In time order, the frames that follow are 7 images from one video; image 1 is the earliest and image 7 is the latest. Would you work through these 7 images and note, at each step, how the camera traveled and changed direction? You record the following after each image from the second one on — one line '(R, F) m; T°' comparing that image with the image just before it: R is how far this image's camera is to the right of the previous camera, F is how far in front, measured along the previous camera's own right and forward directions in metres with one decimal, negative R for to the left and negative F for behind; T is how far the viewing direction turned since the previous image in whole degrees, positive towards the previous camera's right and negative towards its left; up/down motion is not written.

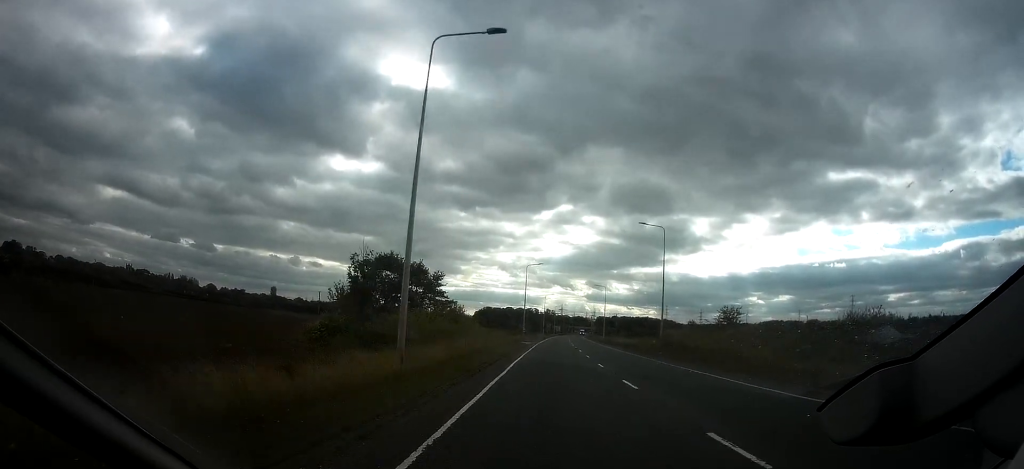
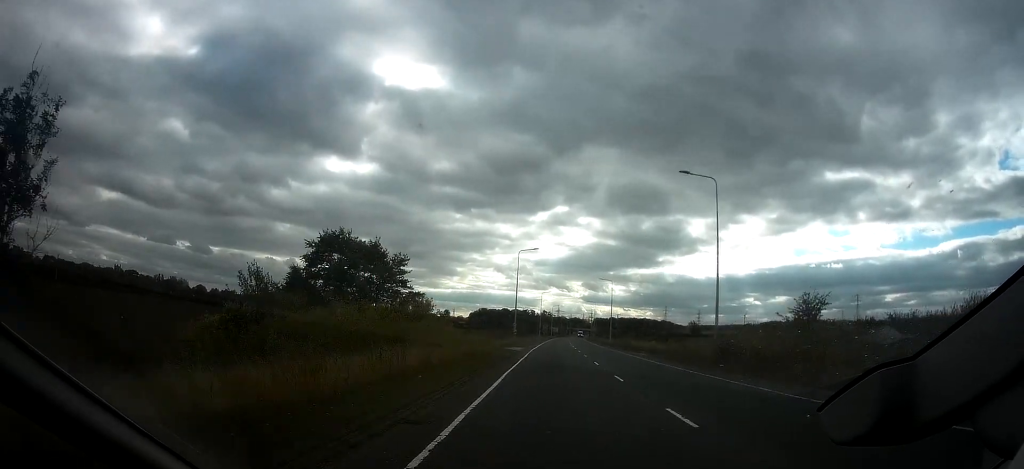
(-0.2, +15.1) m; 0°
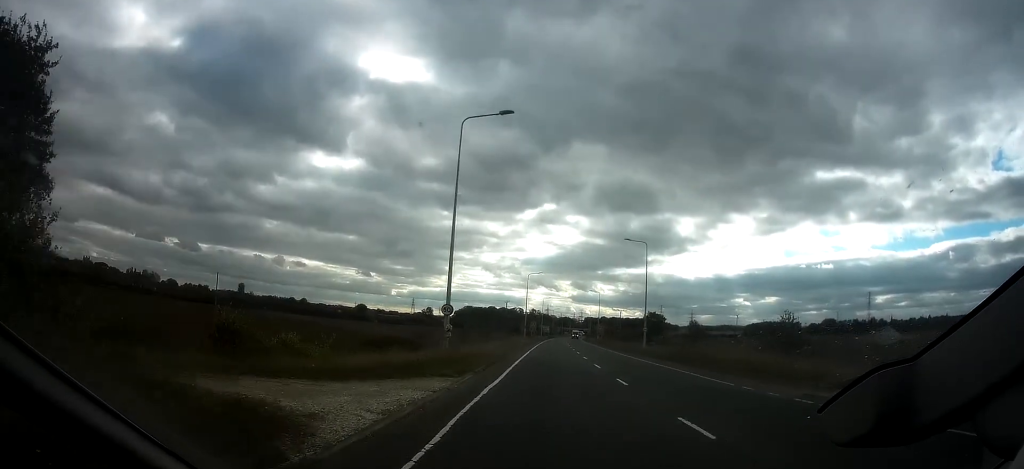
(+0.4, +37.5) m; +1°
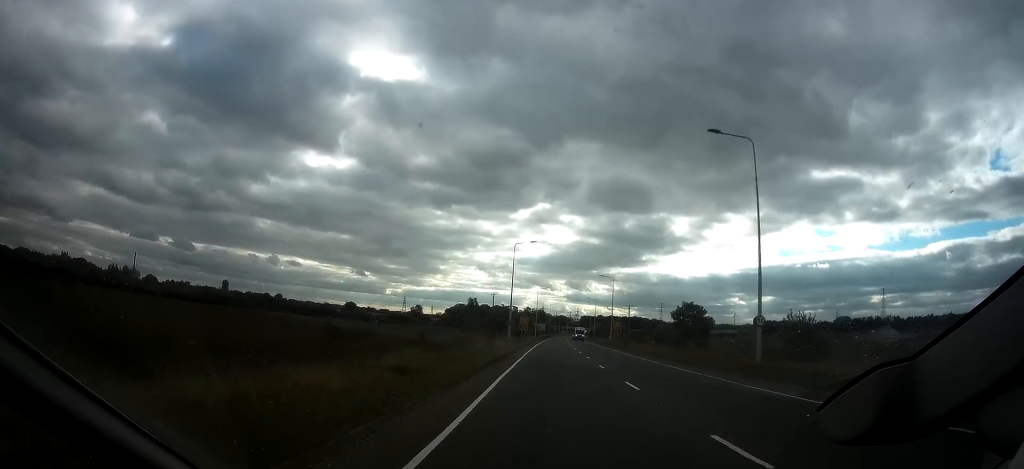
(-0.2, +28.7) m; 0°
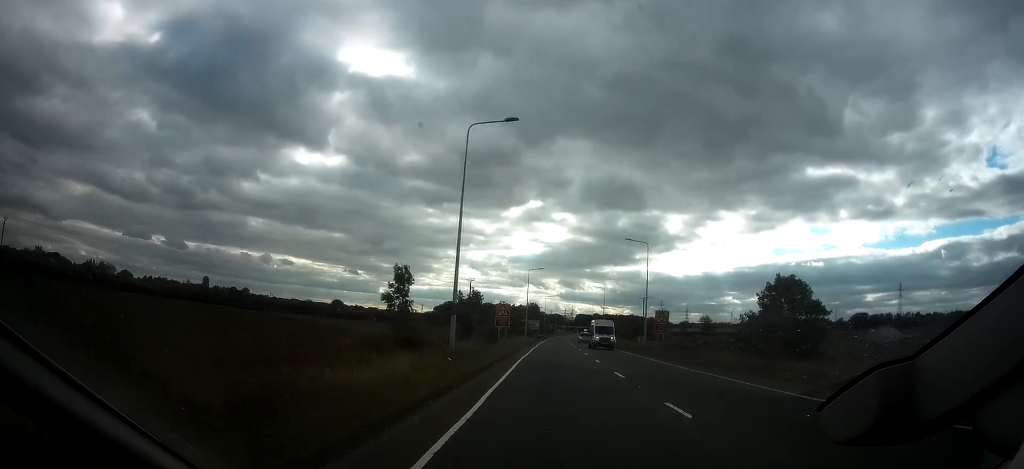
(+0.4, +32.2) m; +1°
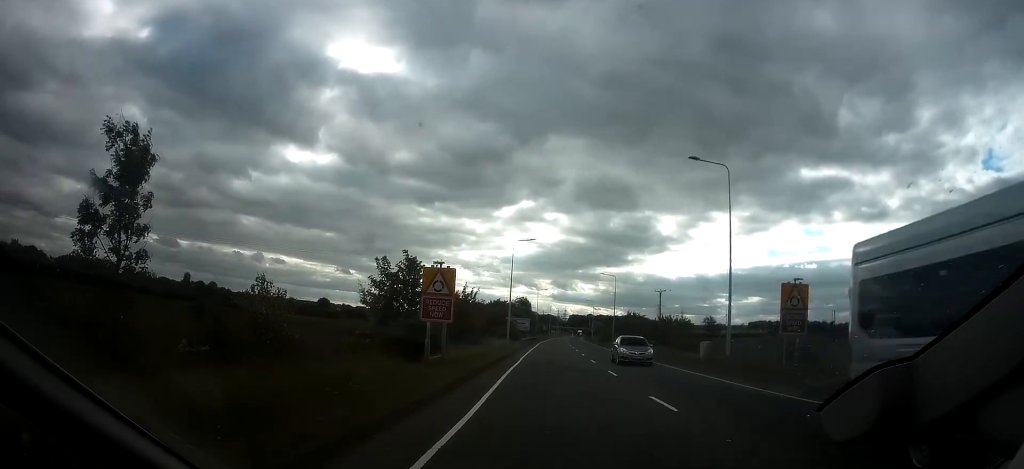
(0.0, +25.7) m; +1°
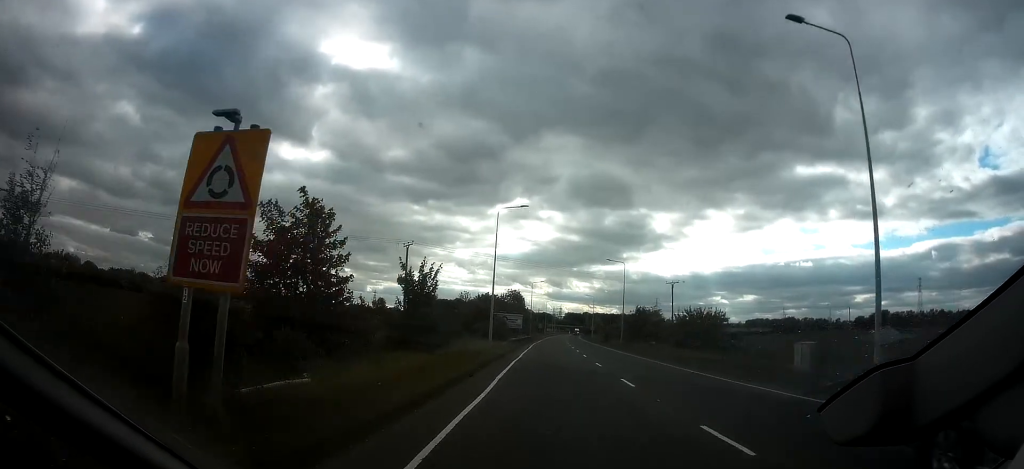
(0.0, +13.5) m; +1°
